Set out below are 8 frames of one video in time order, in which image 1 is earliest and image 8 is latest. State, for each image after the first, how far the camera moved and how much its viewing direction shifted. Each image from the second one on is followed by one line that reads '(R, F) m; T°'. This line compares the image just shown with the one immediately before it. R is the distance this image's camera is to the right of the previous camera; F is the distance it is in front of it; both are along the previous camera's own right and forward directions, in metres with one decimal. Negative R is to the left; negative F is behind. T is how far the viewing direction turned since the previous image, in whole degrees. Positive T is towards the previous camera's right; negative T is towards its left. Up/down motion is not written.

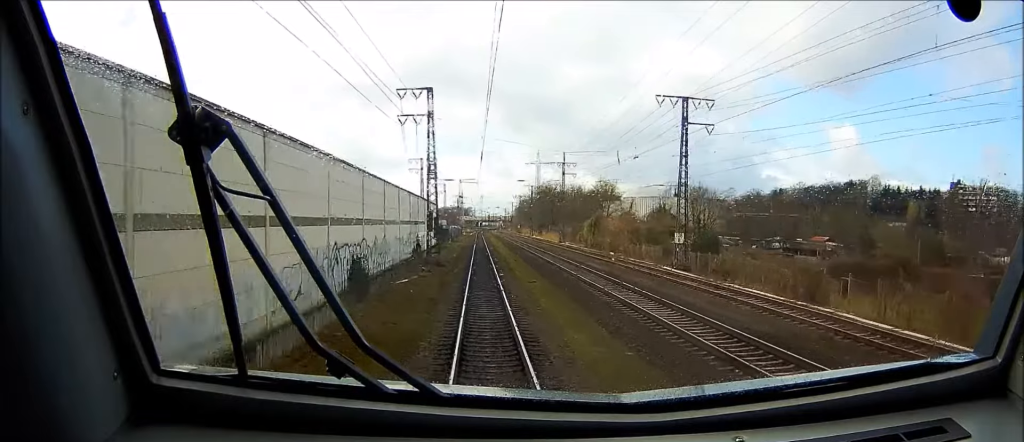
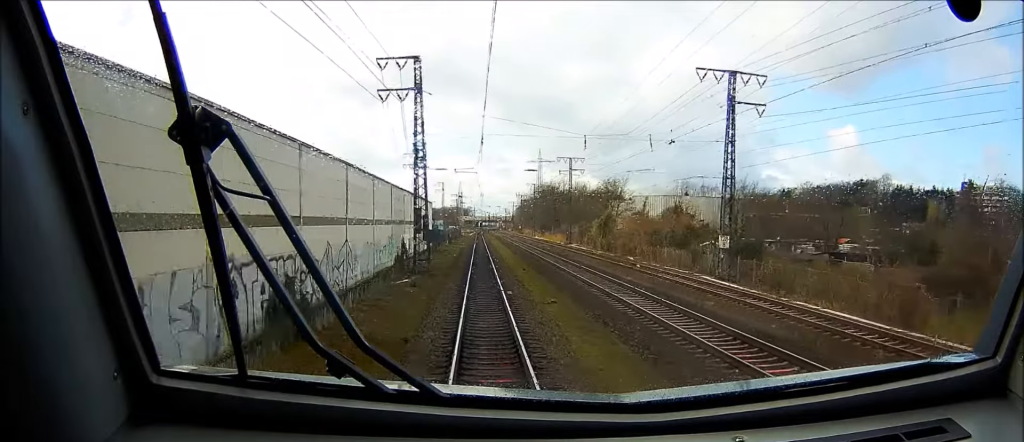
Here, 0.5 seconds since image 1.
(+0.1, +10.4) m; 0°
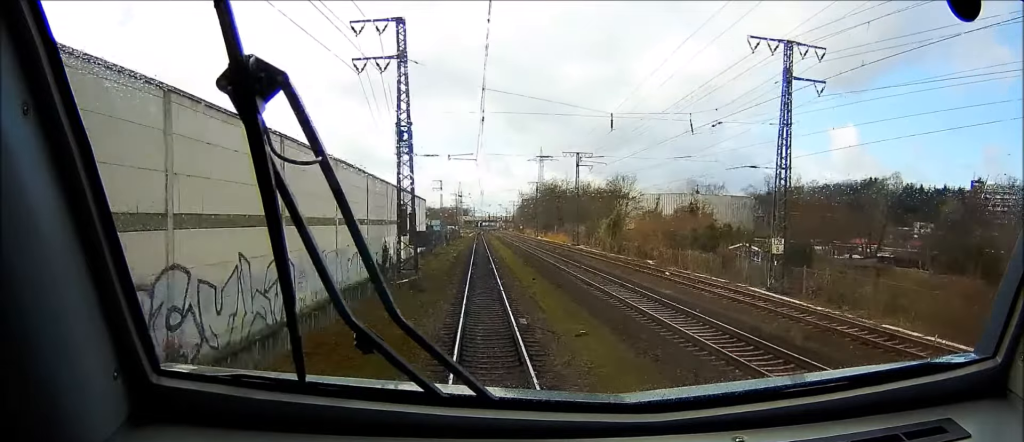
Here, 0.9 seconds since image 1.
(0.0, +8.3) m; 0°
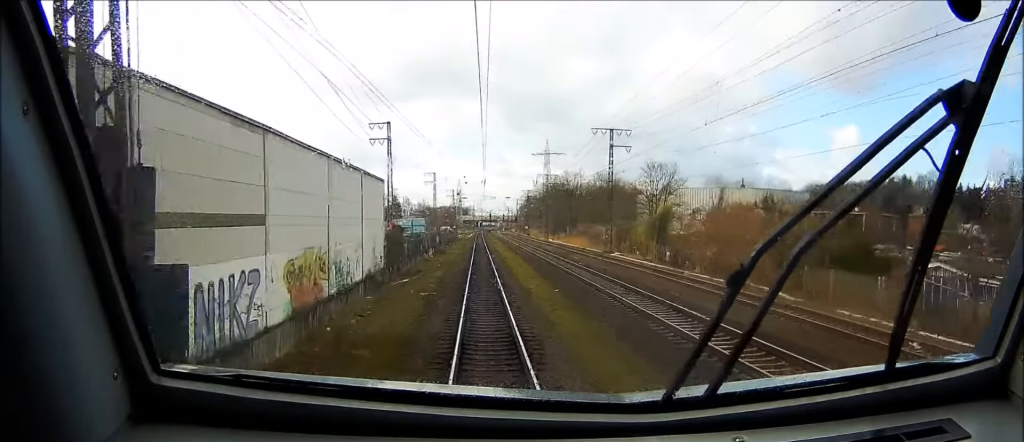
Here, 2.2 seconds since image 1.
(-0.4, +27.3) m; -1°
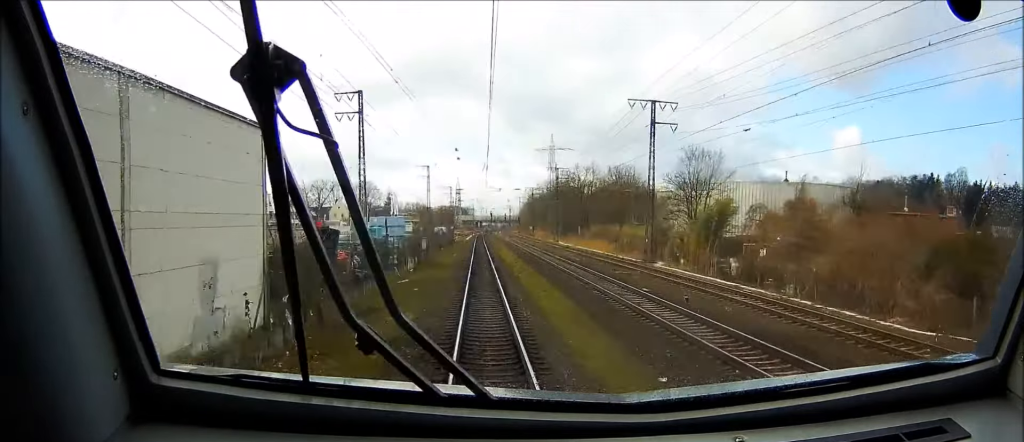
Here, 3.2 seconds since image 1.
(-0.1, +20.4) m; 0°
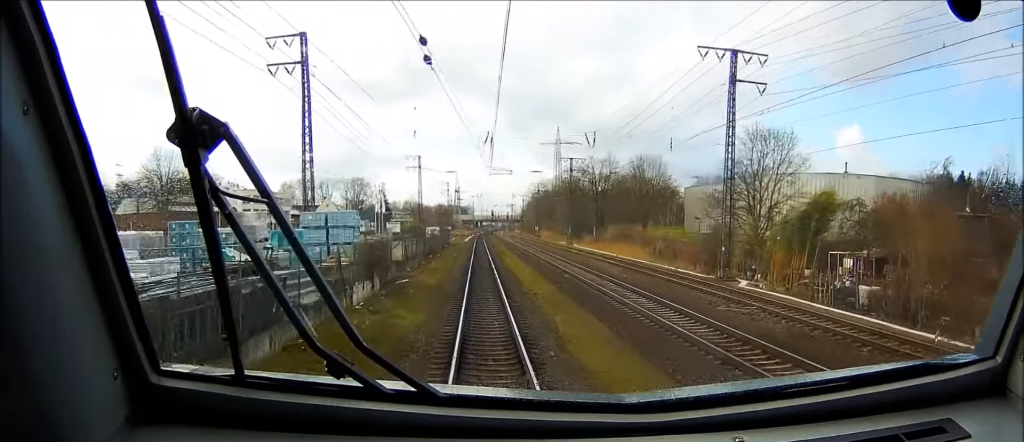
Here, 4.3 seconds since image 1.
(0.0, +21.9) m; 0°
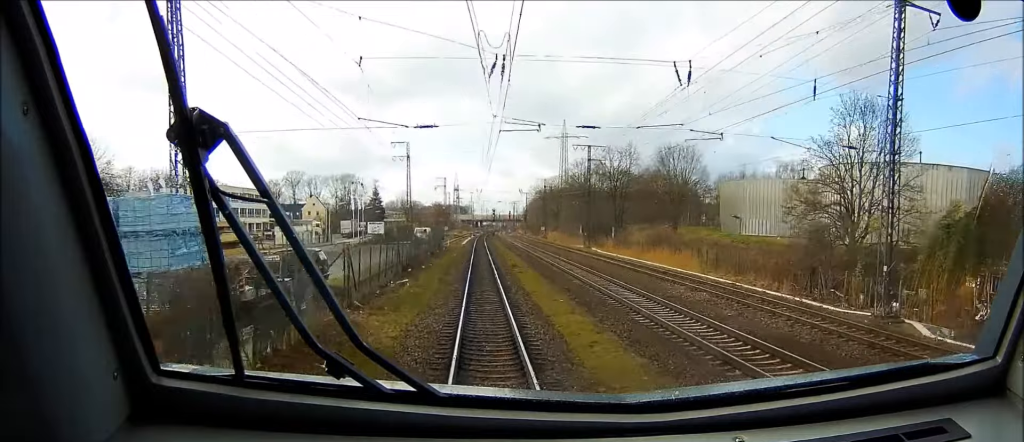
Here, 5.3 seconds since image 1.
(0.0, +19.9) m; 0°
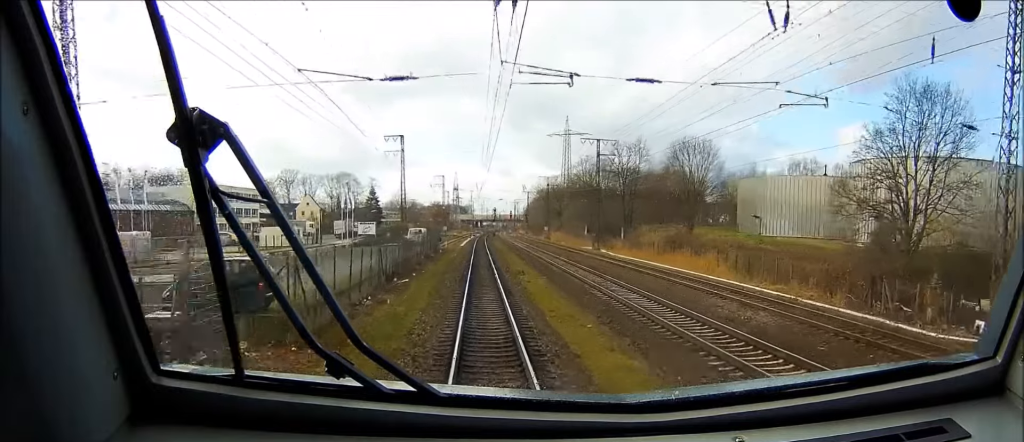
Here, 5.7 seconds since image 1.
(0.0, +8.9) m; 0°
